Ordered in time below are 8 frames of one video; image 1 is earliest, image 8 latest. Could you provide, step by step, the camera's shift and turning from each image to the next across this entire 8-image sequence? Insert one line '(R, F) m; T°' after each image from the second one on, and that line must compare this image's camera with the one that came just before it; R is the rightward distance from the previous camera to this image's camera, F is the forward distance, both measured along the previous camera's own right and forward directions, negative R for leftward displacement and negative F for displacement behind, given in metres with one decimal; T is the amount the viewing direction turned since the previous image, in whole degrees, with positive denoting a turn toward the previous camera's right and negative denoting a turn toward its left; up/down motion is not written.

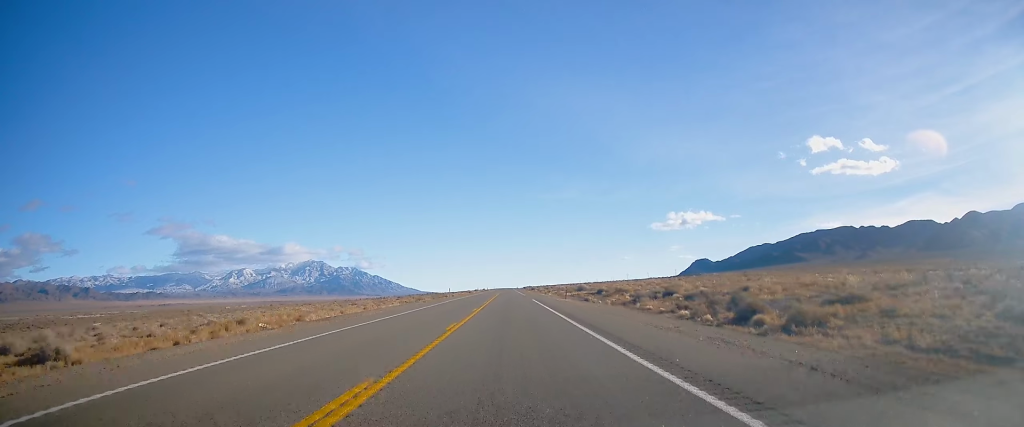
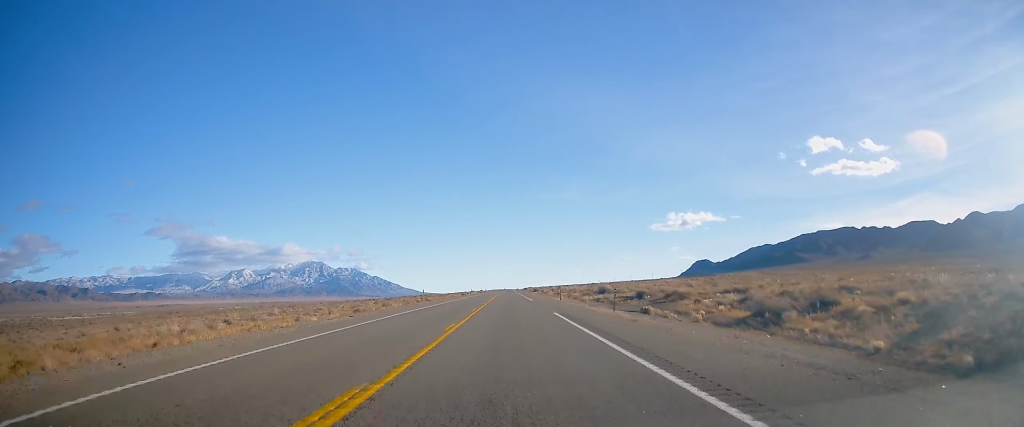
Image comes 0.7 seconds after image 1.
(-0.1, +24.9) m; 0°
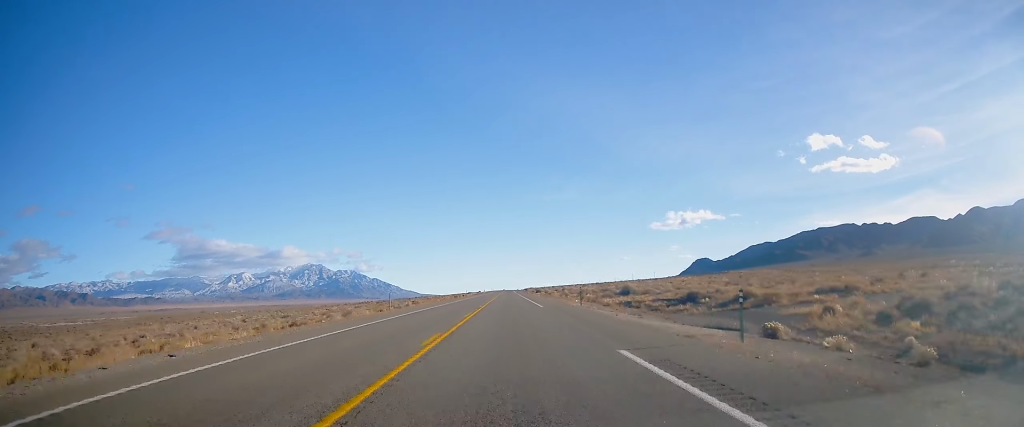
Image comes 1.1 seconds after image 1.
(+0.1, +16.2) m; 0°
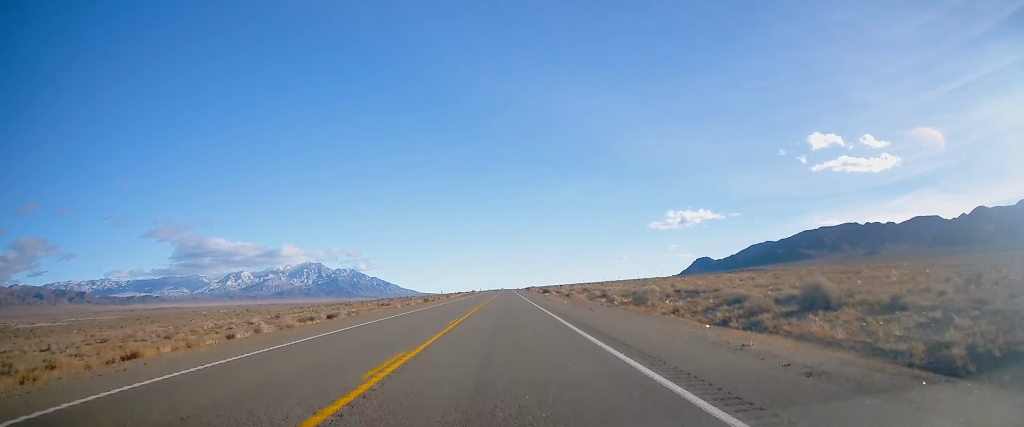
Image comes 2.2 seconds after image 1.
(+0.2, +41.2) m; +1°
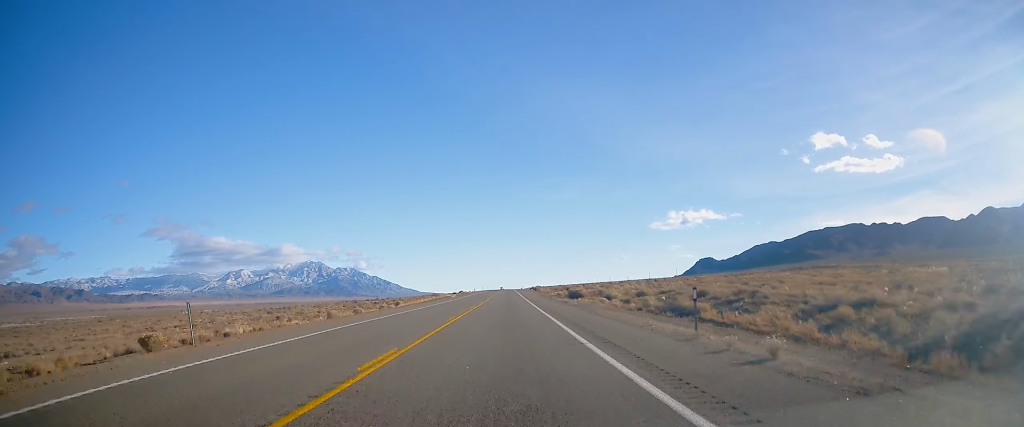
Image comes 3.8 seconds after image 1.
(-0.1, +61.5) m; 0°
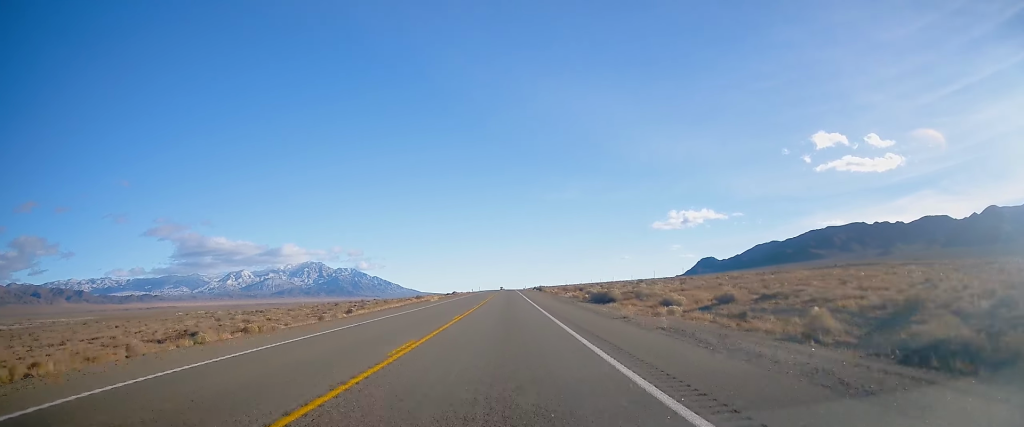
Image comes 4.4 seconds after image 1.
(-0.2, +22.6) m; 0°
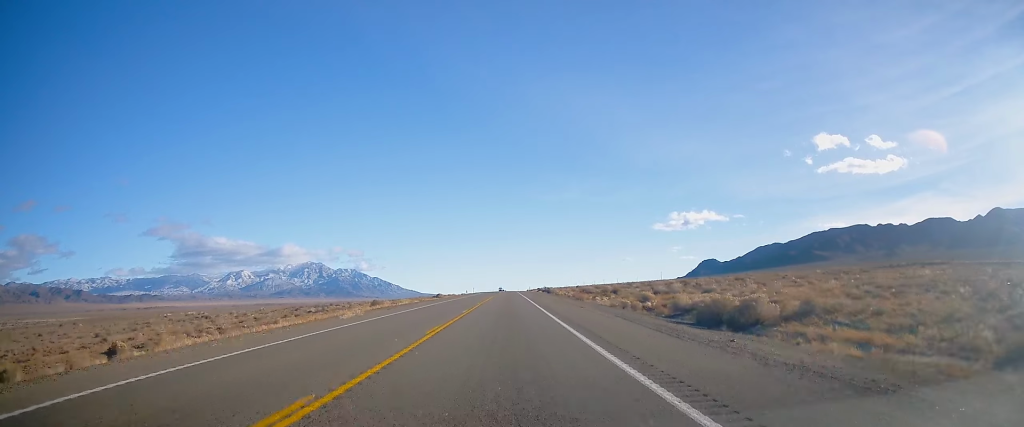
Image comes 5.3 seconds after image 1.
(+0.3, +31.9) m; 0°
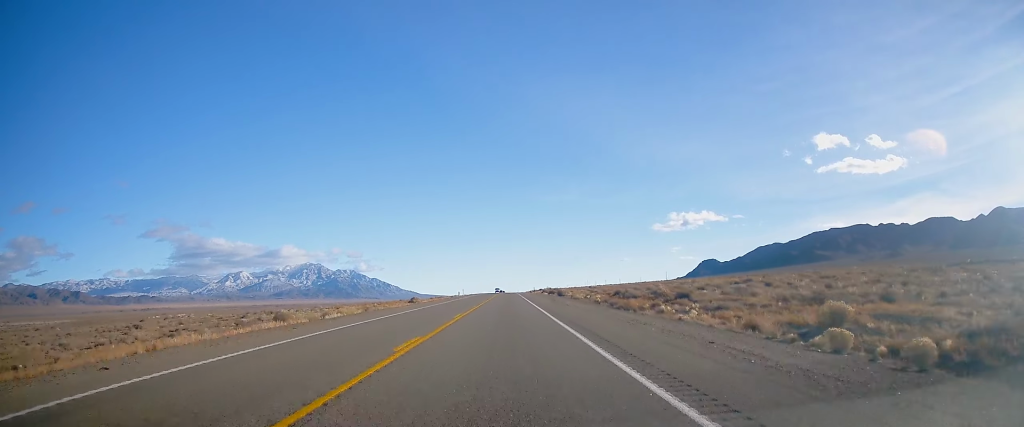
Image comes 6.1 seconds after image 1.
(-0.1, +28.5) m; 0°
